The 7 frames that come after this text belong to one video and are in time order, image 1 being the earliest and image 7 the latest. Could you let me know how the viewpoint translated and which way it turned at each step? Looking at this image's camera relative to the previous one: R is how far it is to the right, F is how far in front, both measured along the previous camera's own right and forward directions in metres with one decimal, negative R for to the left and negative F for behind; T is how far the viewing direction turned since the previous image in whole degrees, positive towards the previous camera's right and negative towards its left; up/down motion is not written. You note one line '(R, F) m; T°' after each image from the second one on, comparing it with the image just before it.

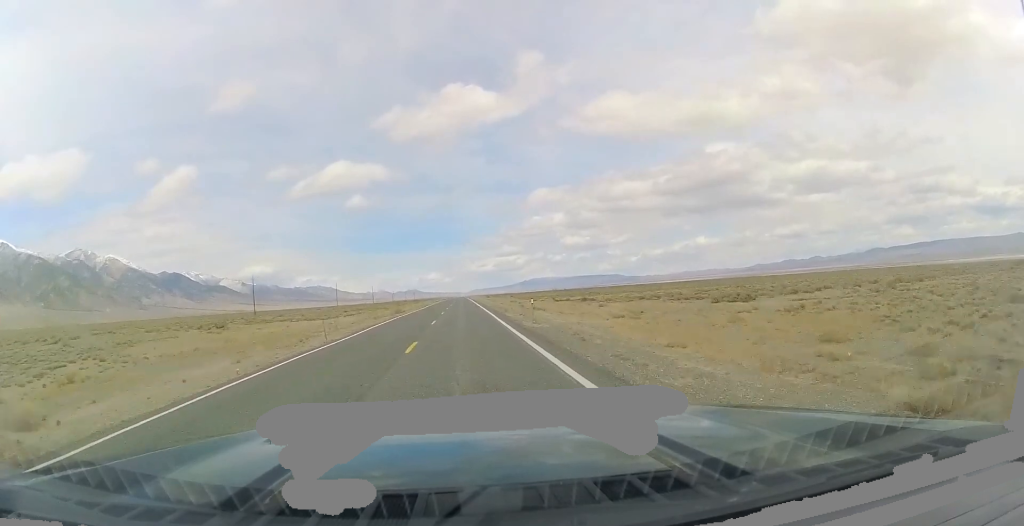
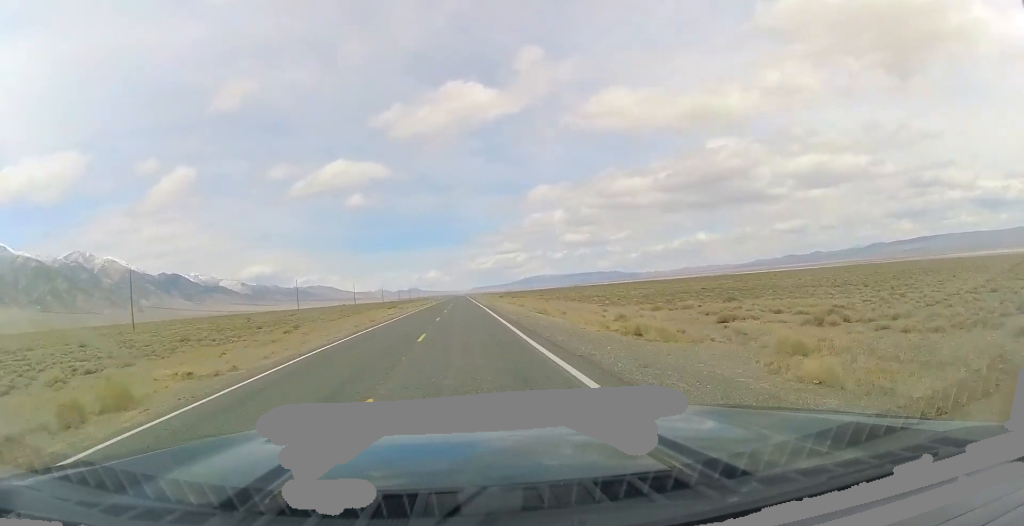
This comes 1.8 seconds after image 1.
(-0.4, +64.4) m; 0°
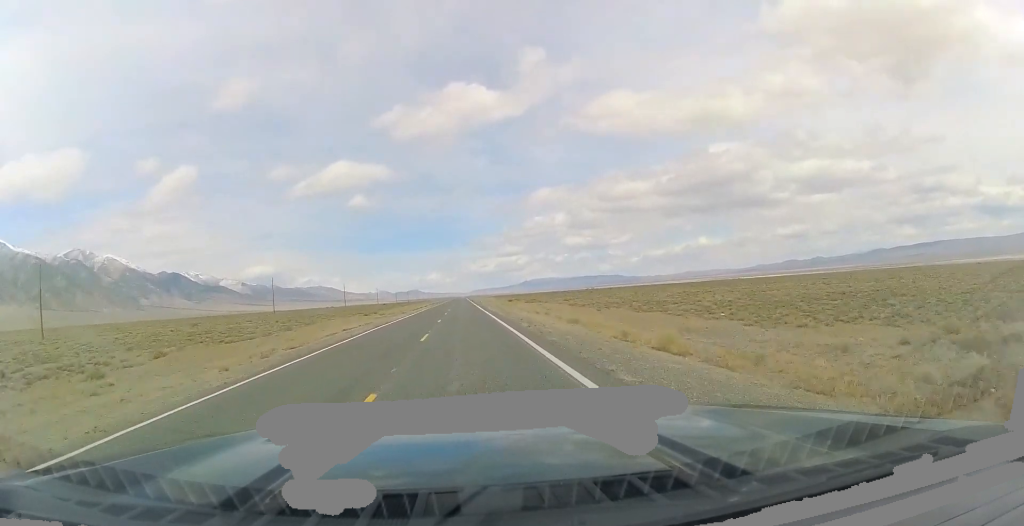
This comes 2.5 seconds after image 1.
(+0.2, +26.7) m; 0°
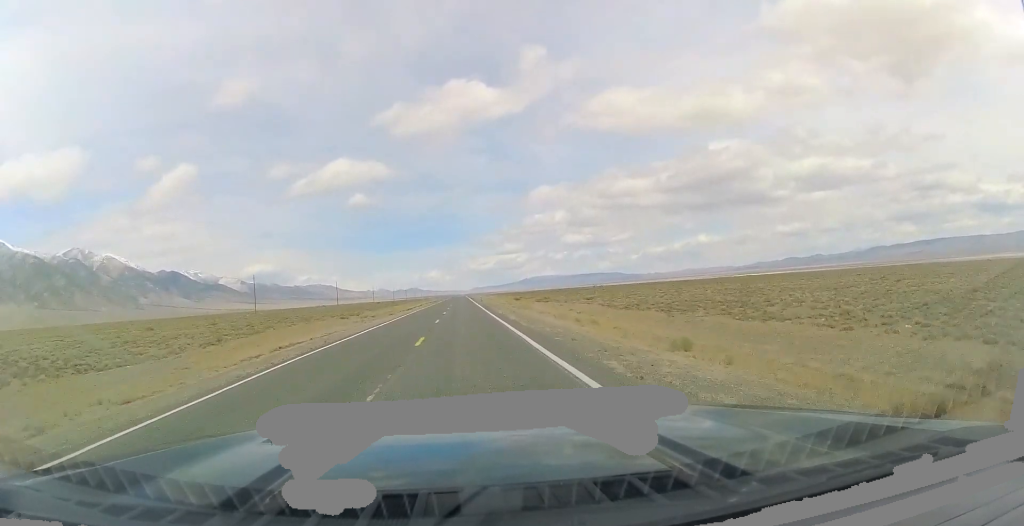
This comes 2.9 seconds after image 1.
(-0.1, +15.8) m; 0°
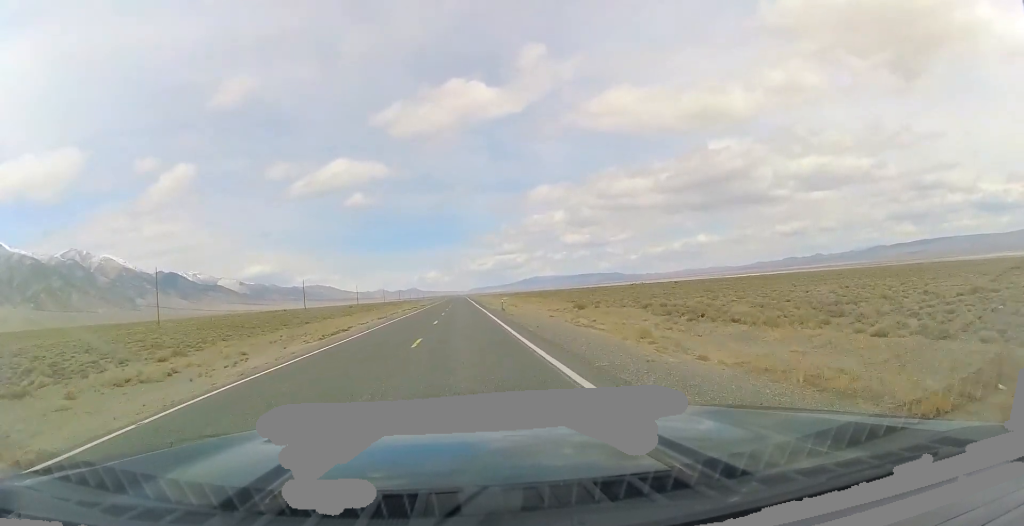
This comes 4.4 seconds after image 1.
(+0.5, +54.7) m; 0°
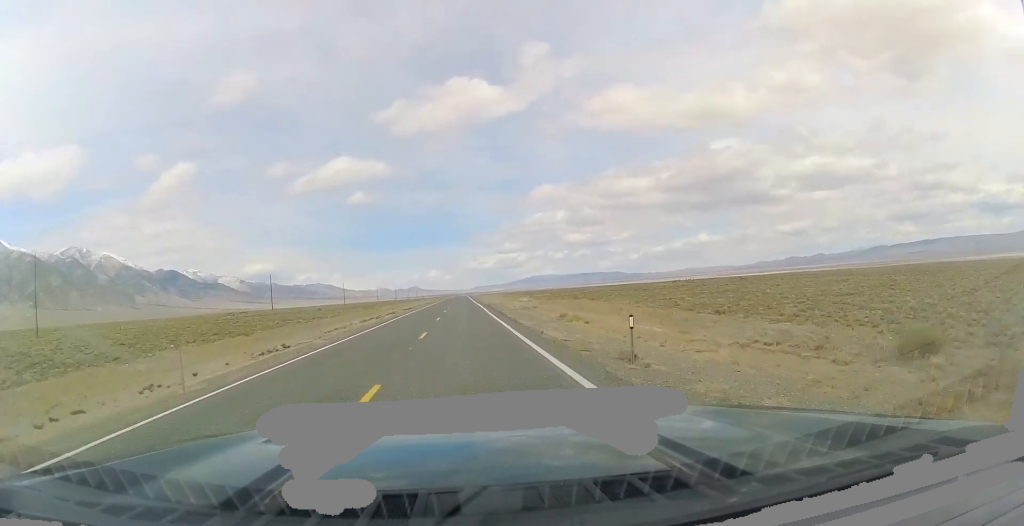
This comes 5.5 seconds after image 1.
(-0.6, +37.6) m; 0°
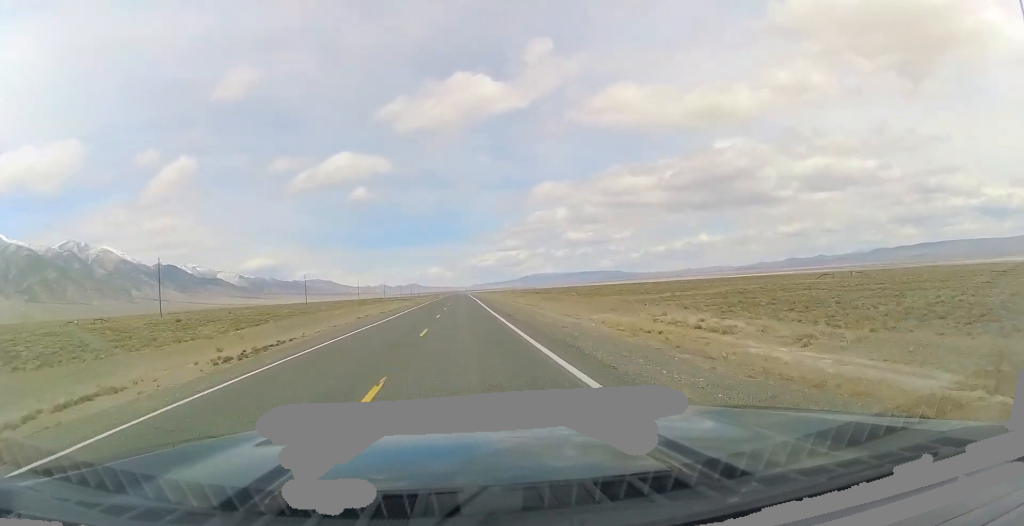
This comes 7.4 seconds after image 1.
(+0.5, +69.6) m; 0°
